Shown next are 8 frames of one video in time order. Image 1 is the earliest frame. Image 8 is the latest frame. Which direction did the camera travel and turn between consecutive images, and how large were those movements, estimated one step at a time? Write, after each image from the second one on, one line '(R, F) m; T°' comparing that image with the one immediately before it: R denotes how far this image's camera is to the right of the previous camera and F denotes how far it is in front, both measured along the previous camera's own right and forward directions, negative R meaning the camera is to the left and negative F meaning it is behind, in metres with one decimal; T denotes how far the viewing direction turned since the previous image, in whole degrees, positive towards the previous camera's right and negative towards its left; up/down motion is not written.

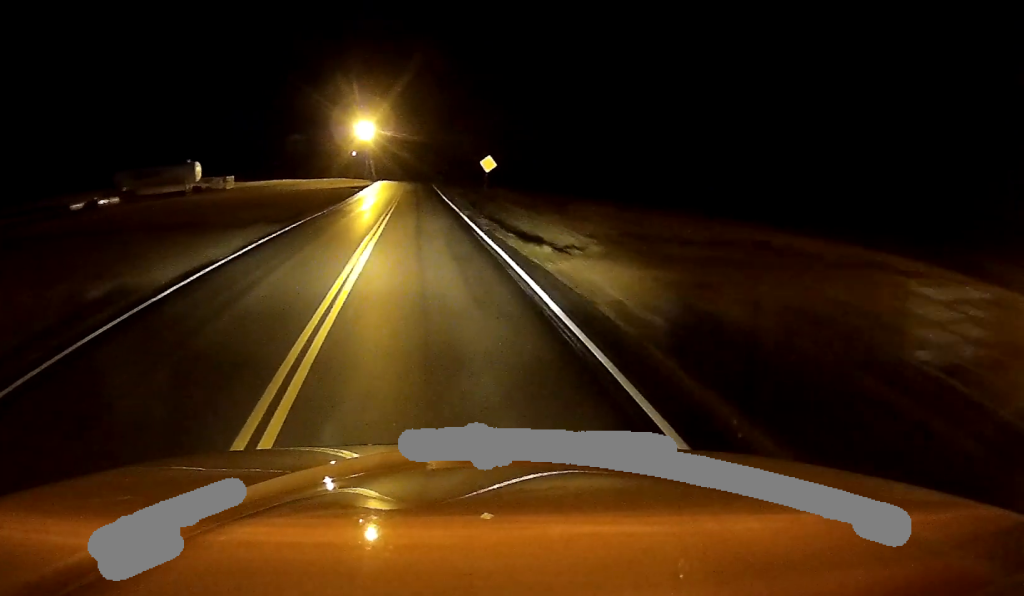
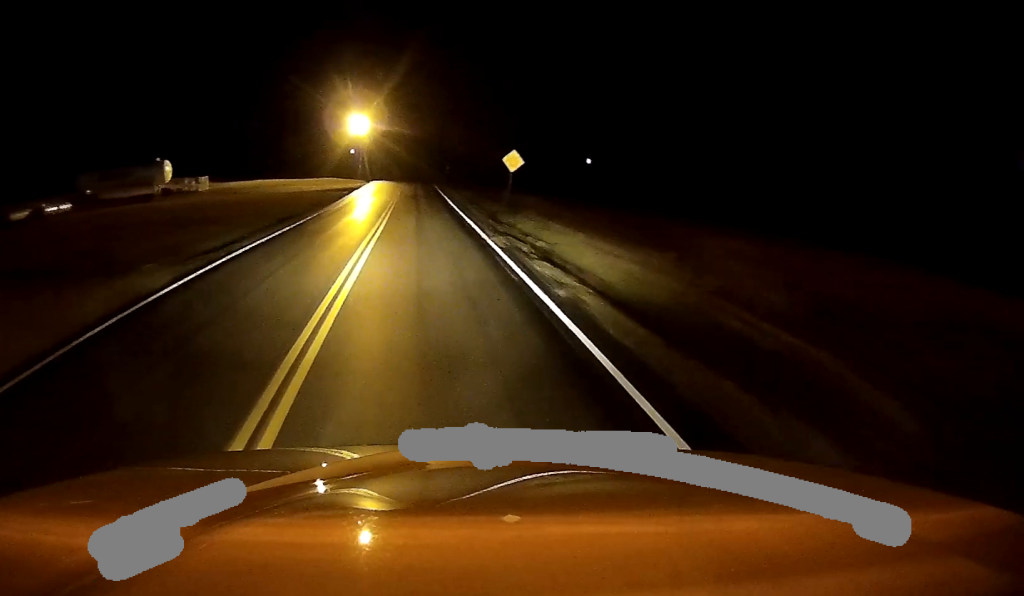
(-0.1, +12.9) m; -1°
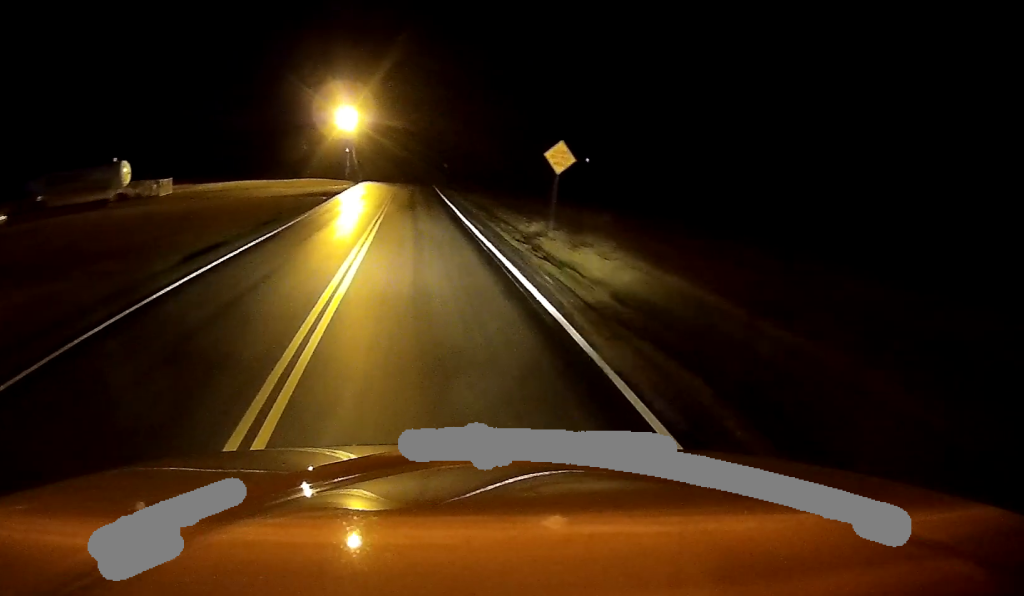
(0.0, +13.0) m; 0°
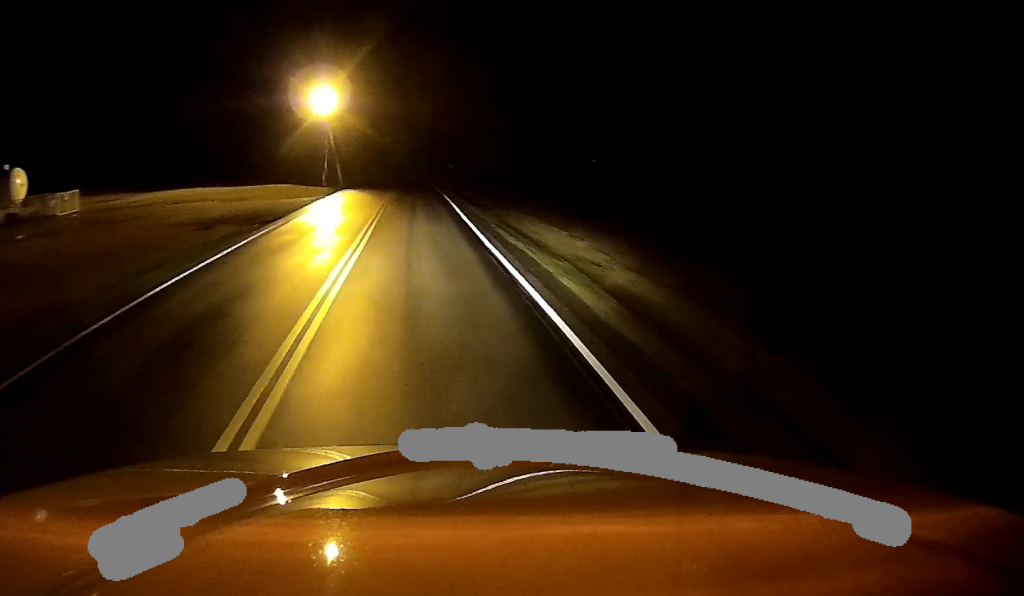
(-0.1, +23.5) m; 0°
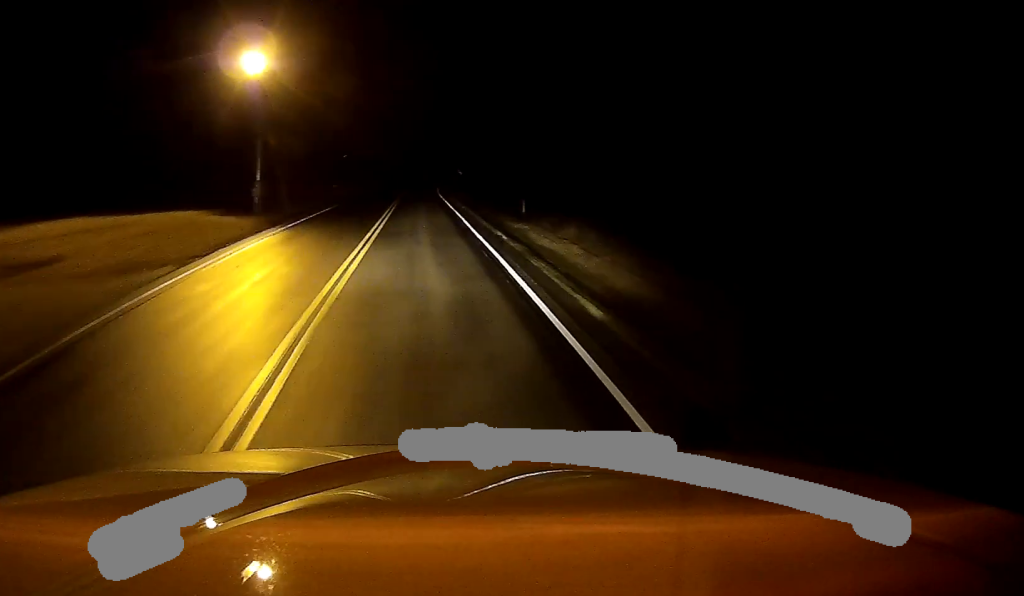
(+0.3, +28.3) m; +2°
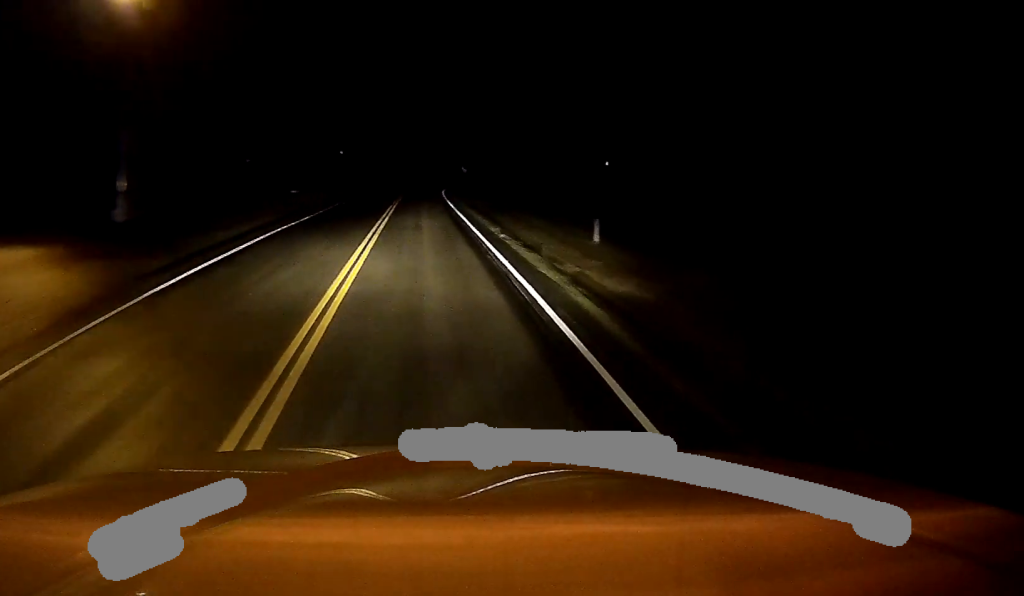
(+0.2, +16.6) m; +1°
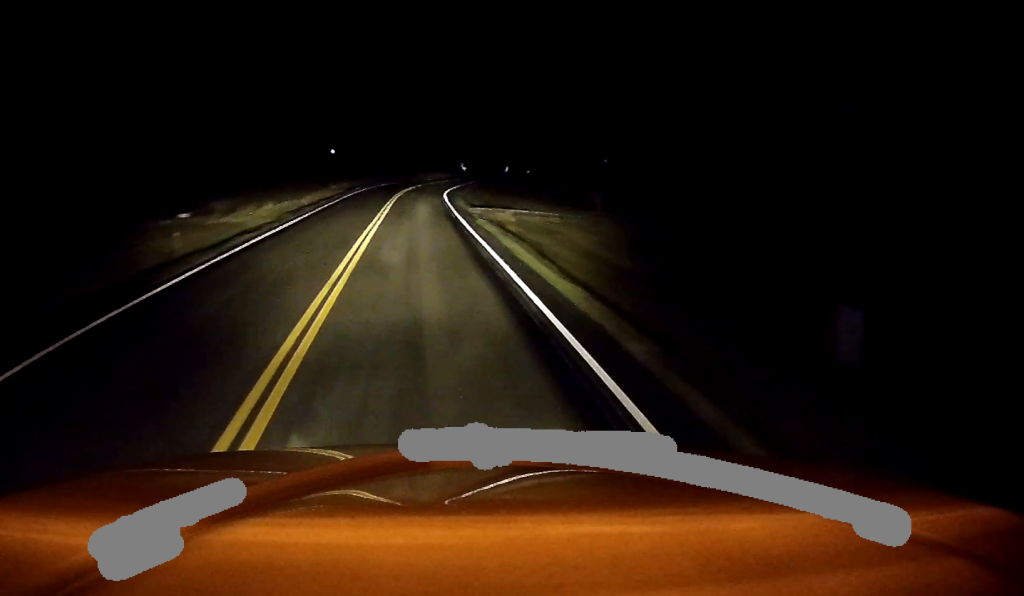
(0.0, +15.4) m; 0°
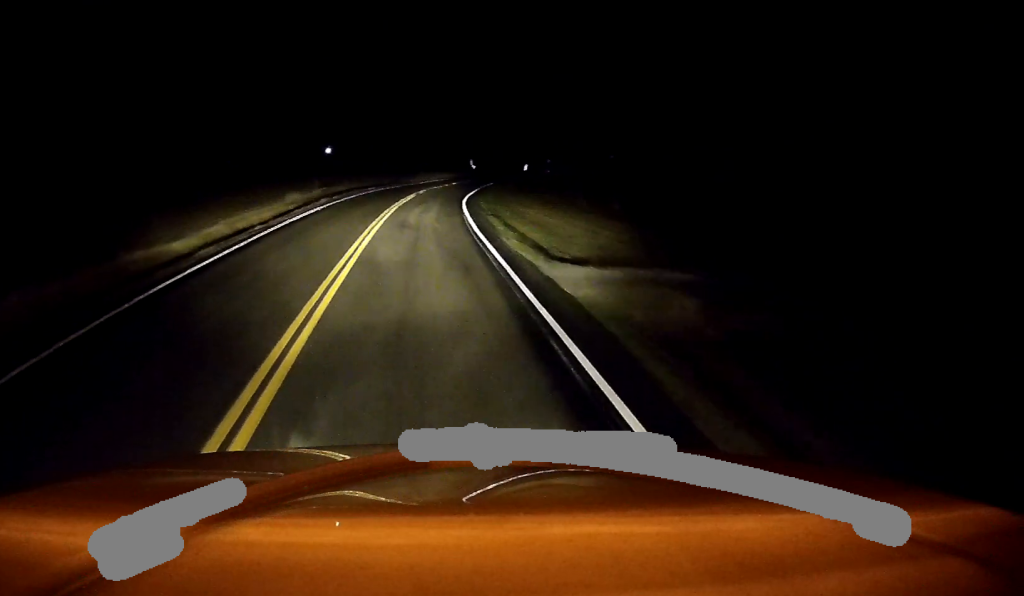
(-0.1, +25.1) m; +2°
